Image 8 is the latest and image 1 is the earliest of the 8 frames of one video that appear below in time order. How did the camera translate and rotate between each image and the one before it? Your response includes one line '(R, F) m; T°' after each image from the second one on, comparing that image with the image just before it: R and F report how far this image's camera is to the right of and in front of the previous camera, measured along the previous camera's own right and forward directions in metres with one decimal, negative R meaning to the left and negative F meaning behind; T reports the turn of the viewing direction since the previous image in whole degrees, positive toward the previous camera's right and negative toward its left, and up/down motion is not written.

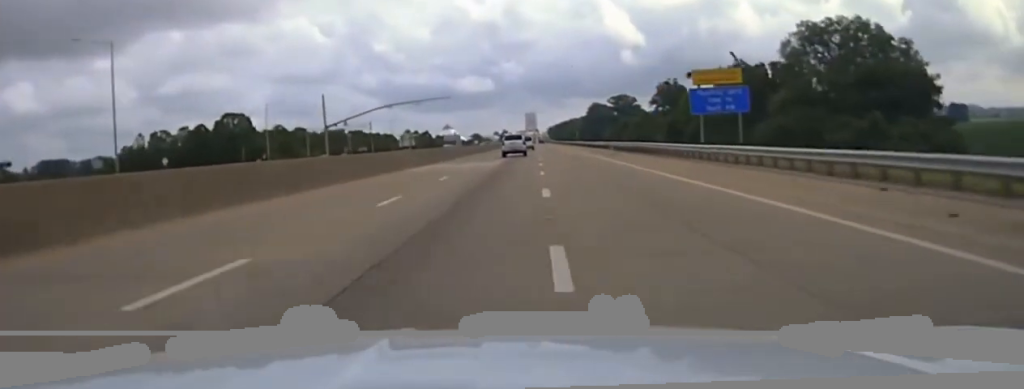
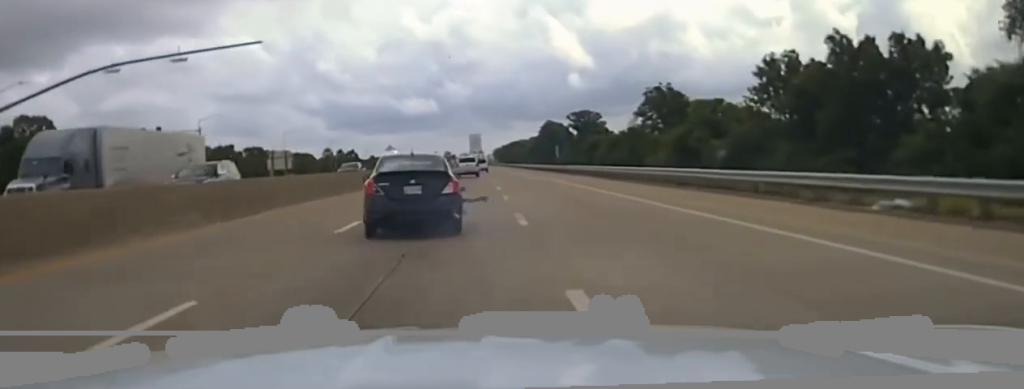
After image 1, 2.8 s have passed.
(+2.9, +99.9) m; +3°
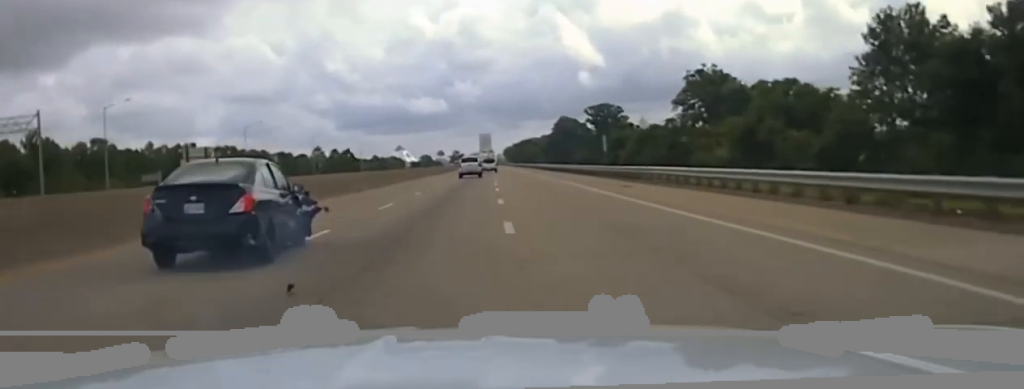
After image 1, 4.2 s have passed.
(0.0, +32.4) m; -1°
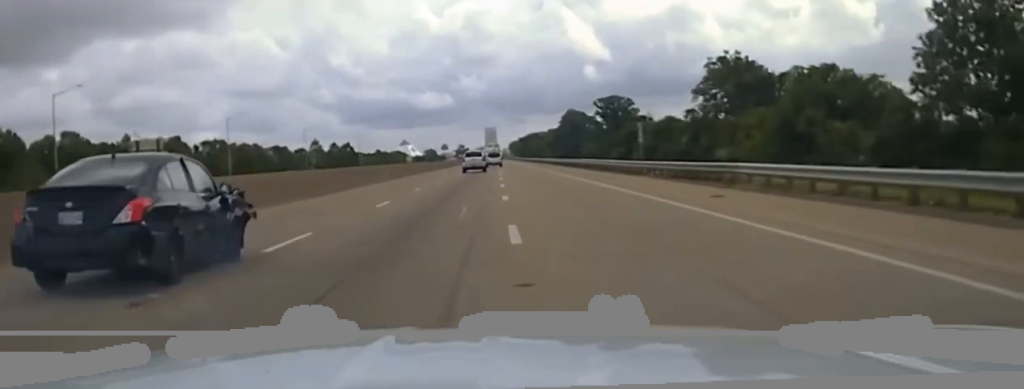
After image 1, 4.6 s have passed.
(-0.1, +10.2) m; -1°
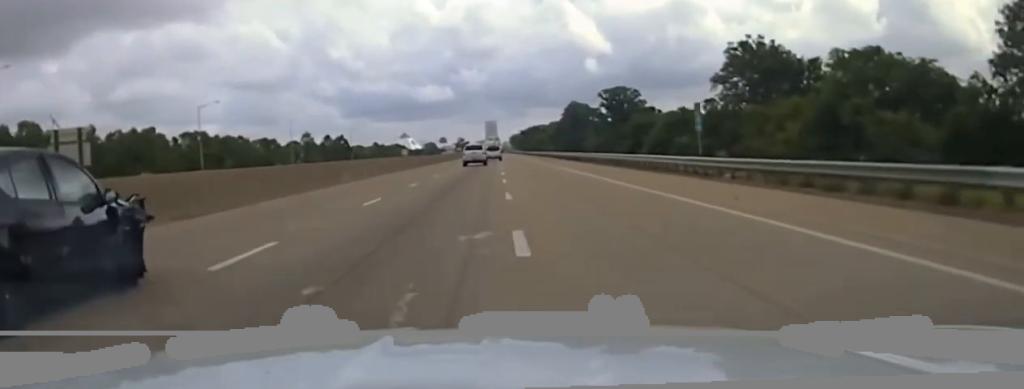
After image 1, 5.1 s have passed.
(0.0, +12.6) m; -1°
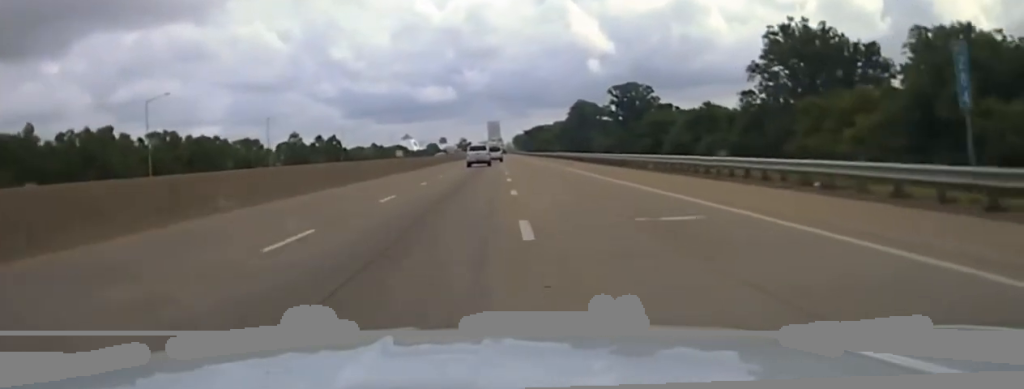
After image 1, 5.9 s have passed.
(-0.4, +19.7) m; +2°
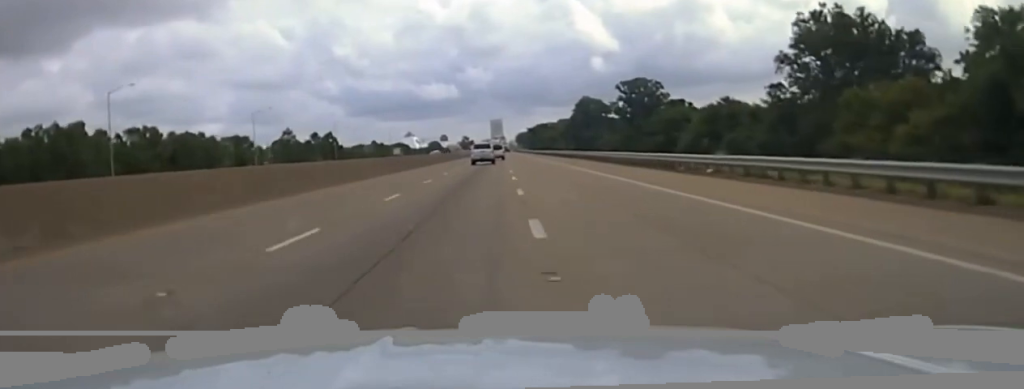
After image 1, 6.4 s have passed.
(+0.4, +11.2) m; 0°
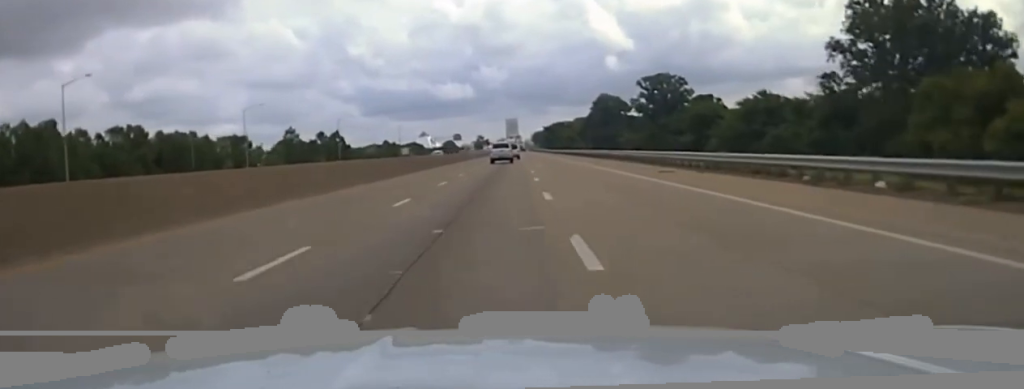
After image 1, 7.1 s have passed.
(+0.9, +16.5) m; -1°
